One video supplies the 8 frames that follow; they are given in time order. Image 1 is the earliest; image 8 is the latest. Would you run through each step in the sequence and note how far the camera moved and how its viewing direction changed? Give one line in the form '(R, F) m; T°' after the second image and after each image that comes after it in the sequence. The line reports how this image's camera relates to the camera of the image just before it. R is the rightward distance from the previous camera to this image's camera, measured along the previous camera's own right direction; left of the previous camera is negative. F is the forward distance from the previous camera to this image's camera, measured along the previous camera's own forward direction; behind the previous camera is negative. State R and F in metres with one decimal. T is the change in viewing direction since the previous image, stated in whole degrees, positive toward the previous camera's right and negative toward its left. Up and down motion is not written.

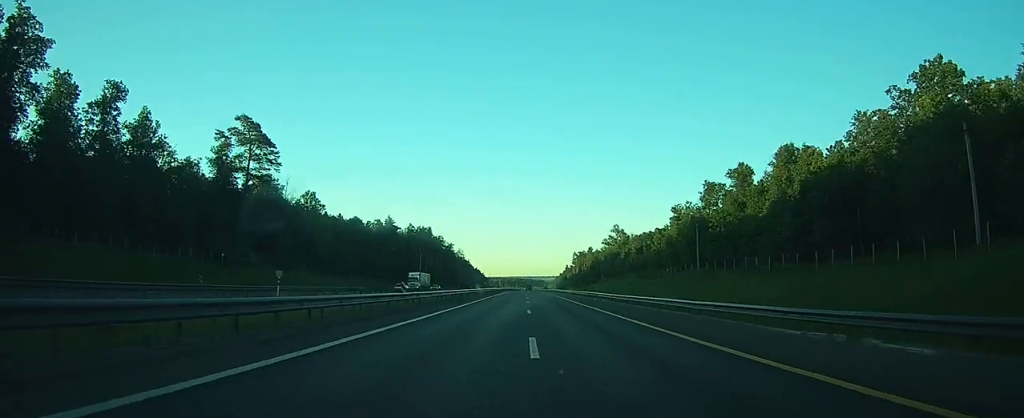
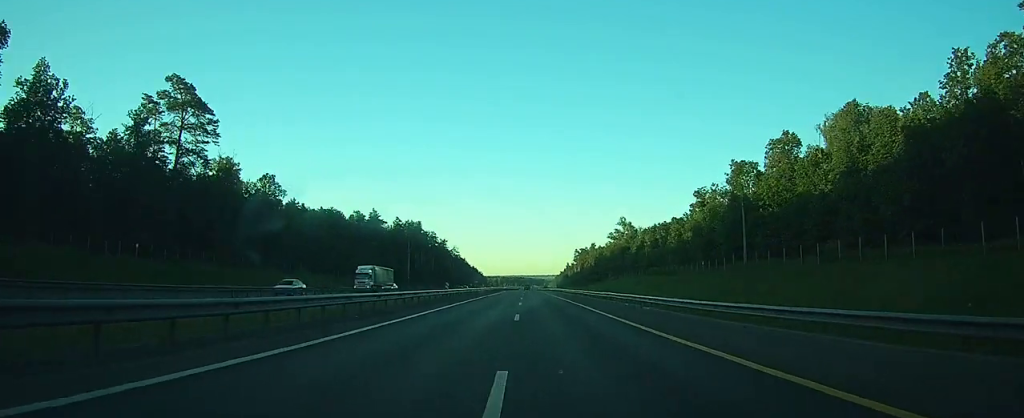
(0.0, +21.9) m; 0°
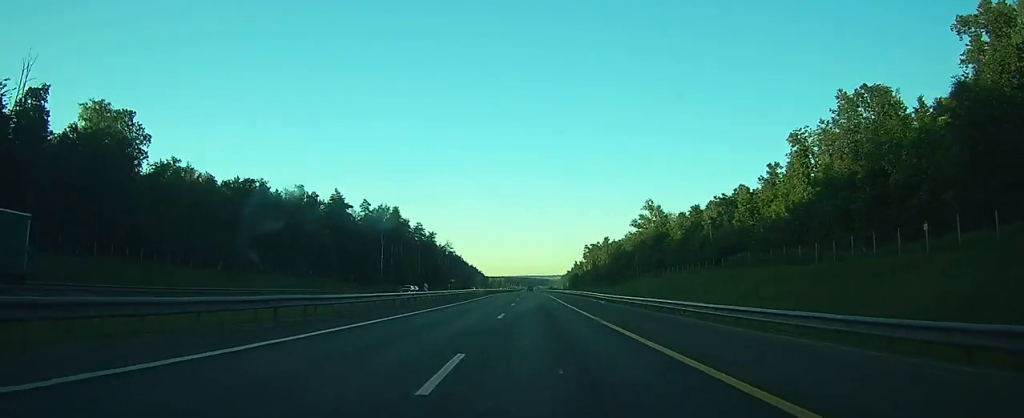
(-0.1, +46.2) m; 0°
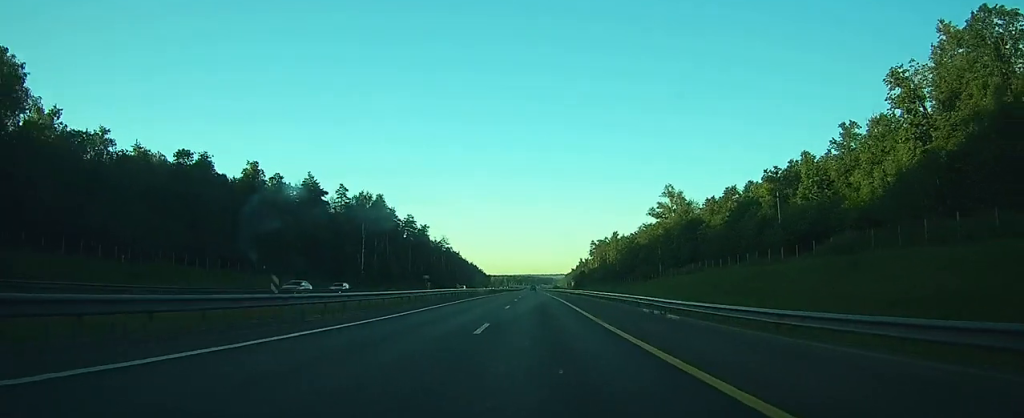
(0.0, +23.5) m; 0°
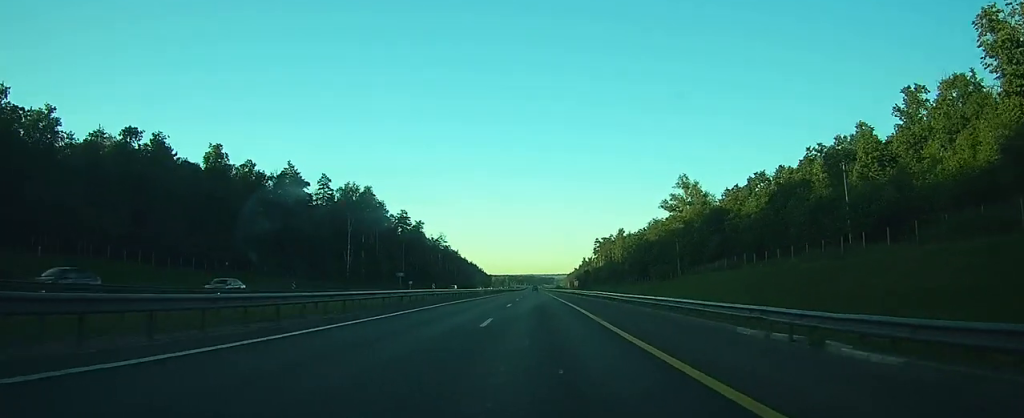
(0.0, +13.8) m; 0°
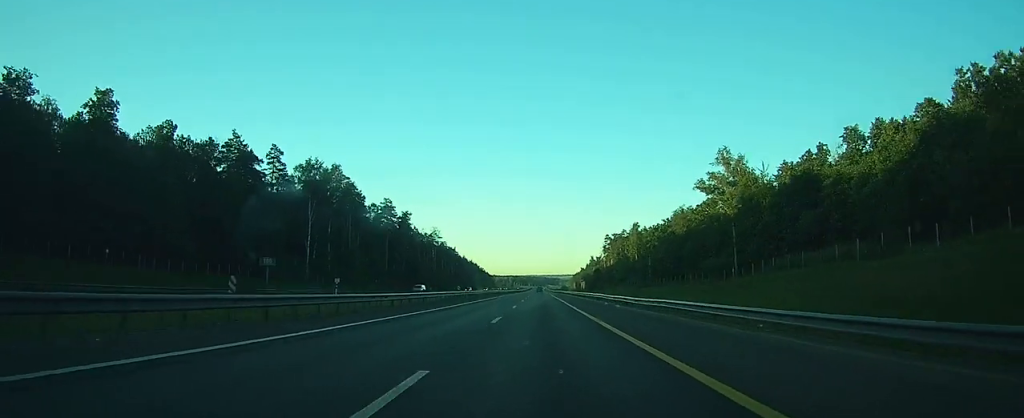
(-0.1, +28.7) m; -1°
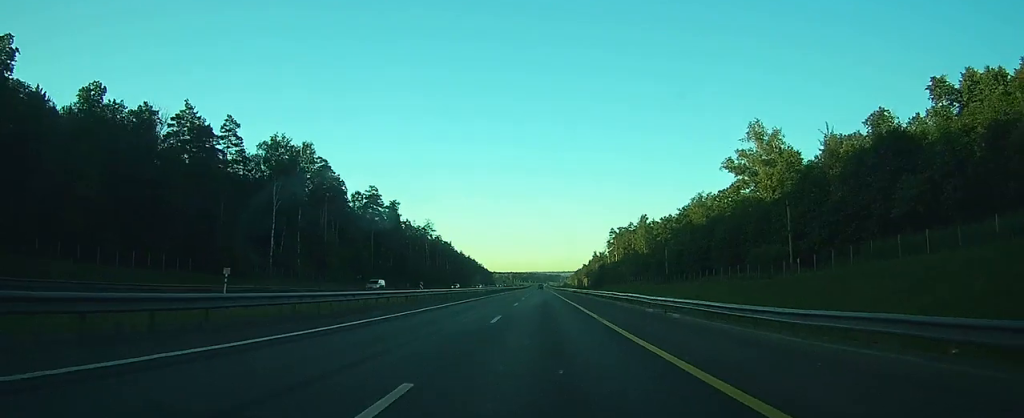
(0.0, +17.0) m; 0°
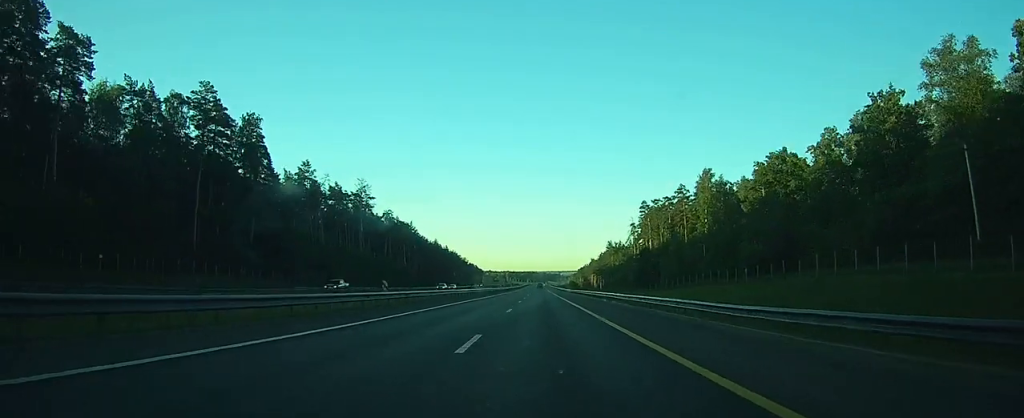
(-0.7, +88.0) m; 0°
